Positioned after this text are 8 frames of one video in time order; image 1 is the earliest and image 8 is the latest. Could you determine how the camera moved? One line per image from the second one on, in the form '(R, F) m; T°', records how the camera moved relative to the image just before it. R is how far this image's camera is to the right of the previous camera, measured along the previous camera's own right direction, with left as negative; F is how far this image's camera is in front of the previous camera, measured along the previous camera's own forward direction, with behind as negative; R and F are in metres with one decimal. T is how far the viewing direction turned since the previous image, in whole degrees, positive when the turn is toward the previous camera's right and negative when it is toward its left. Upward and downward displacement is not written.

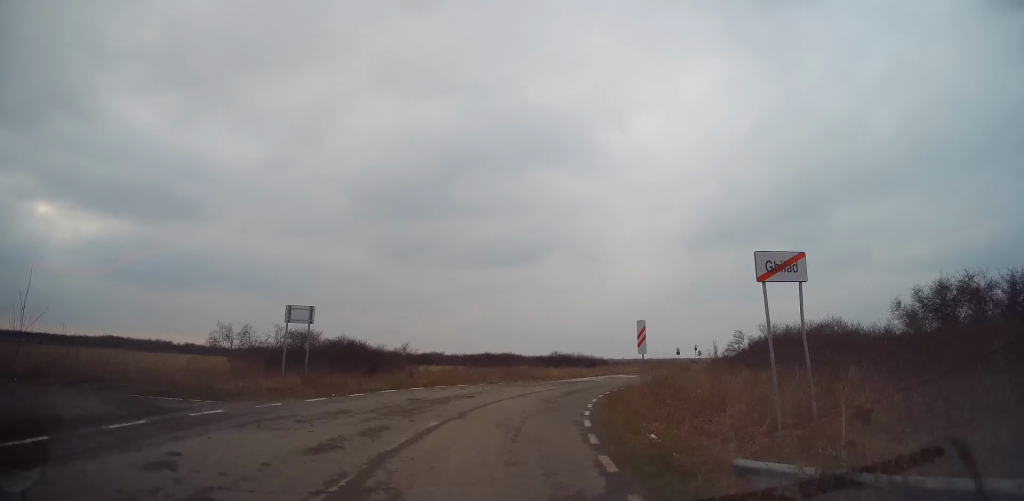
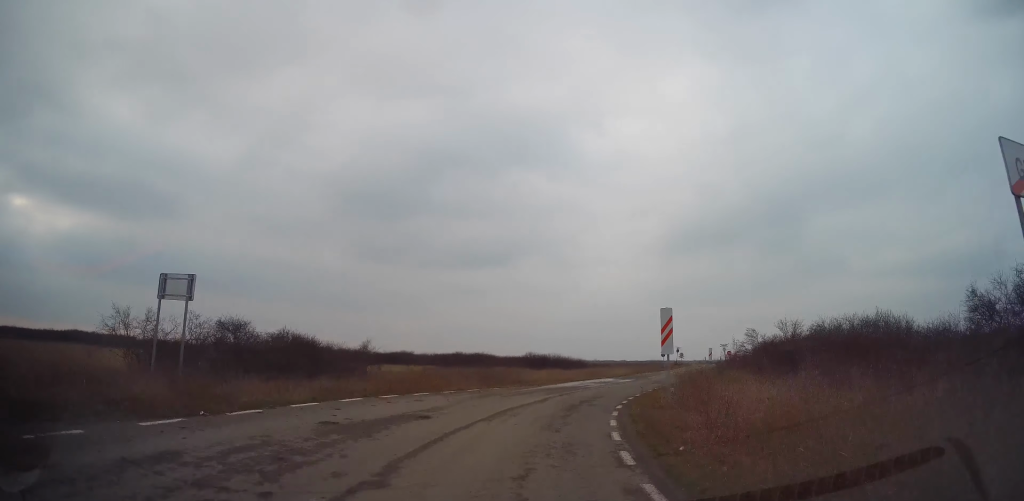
(+0.1, +5.9) m; +2°
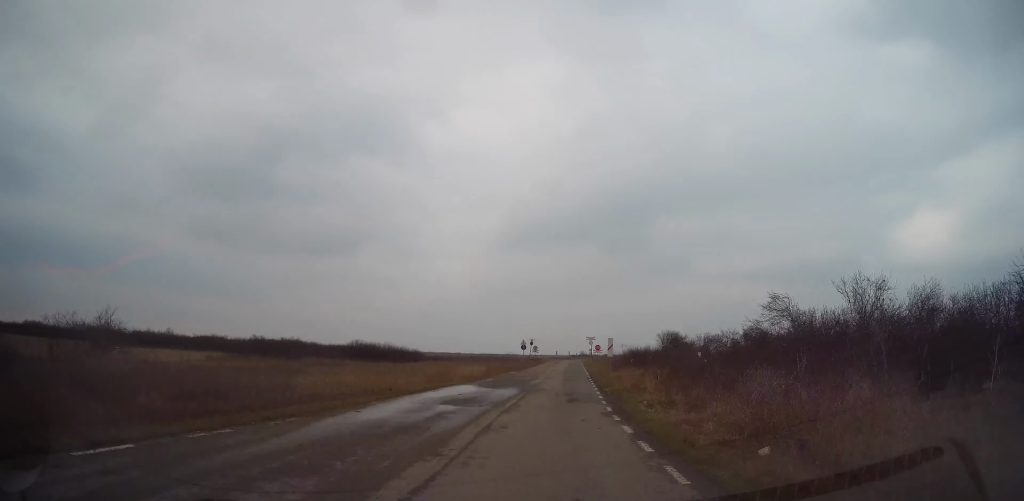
(+1.2, +17.4) m; +13°
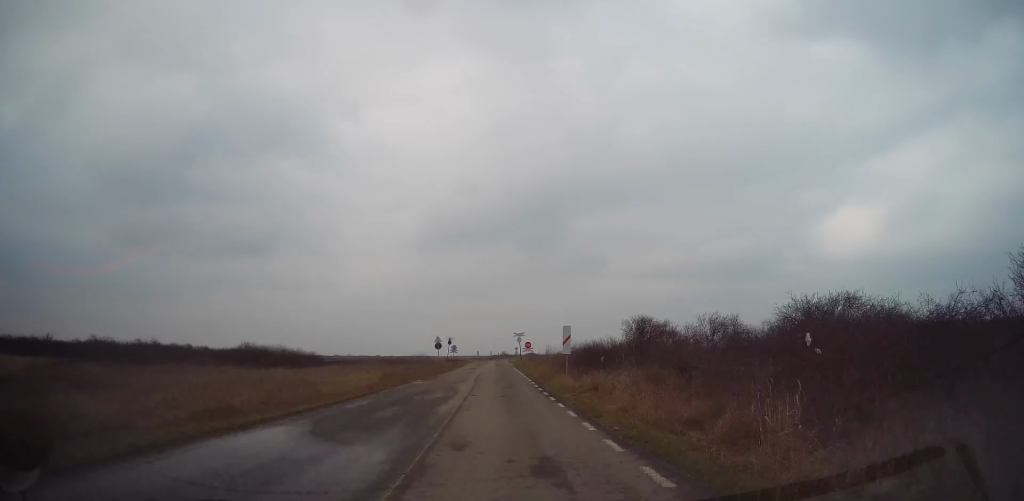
(+1.5, +12.5) m; +11°
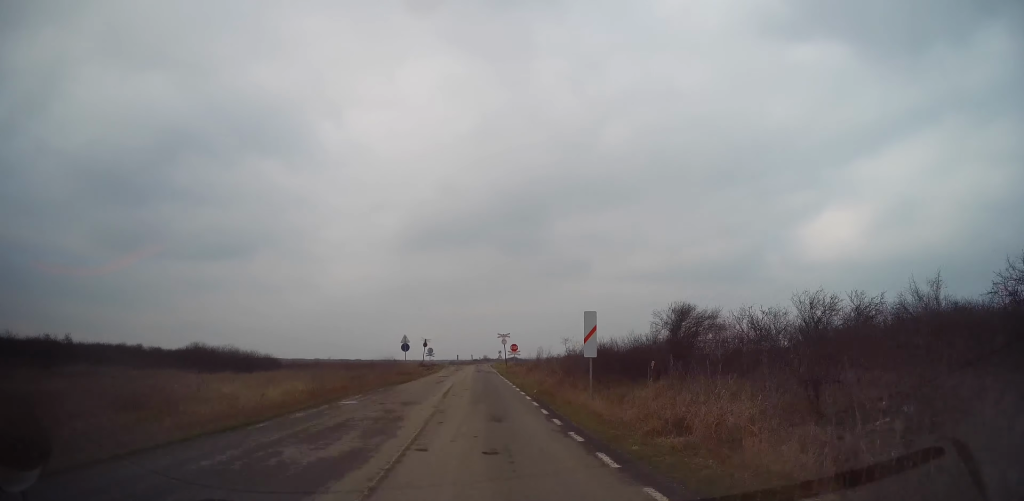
(+0.5, +9.0) m; +3°
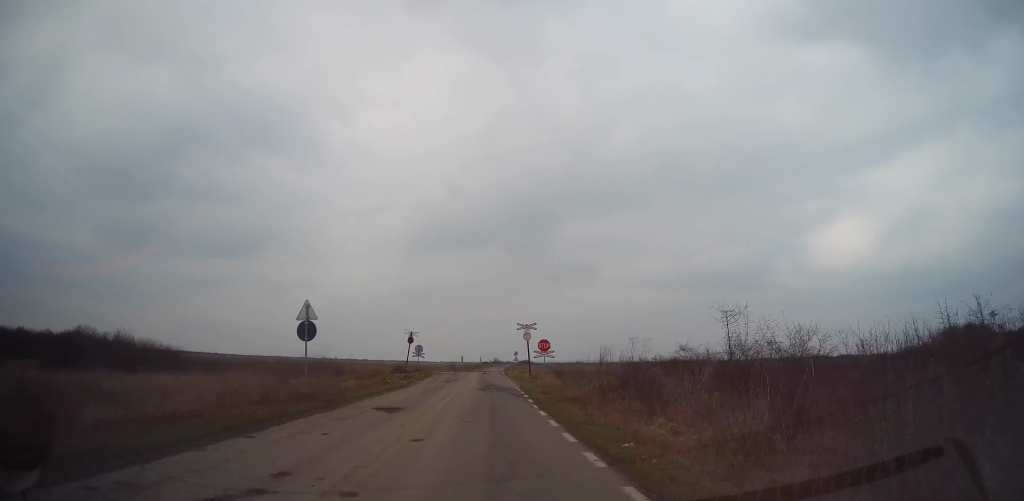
(-0.5, +22.0) m; -2°
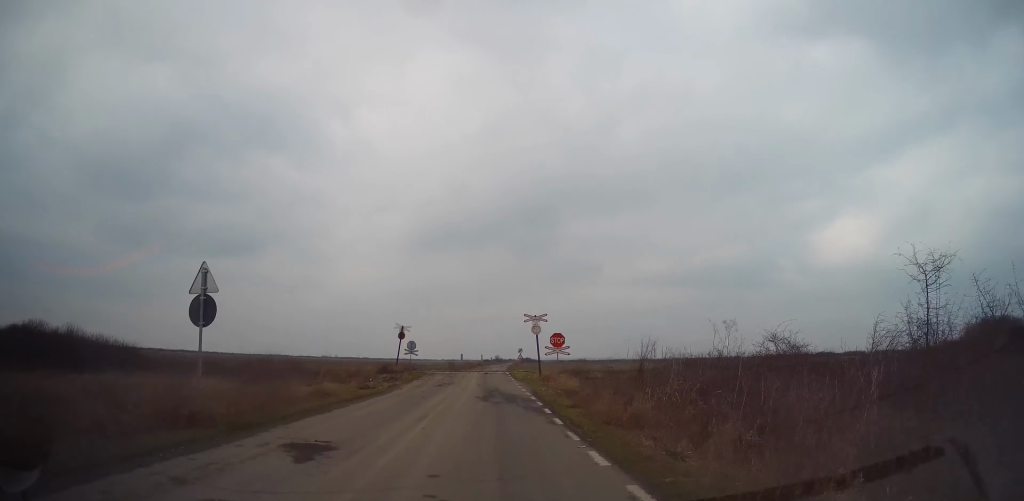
(-0.1, +6.0) m; +1°
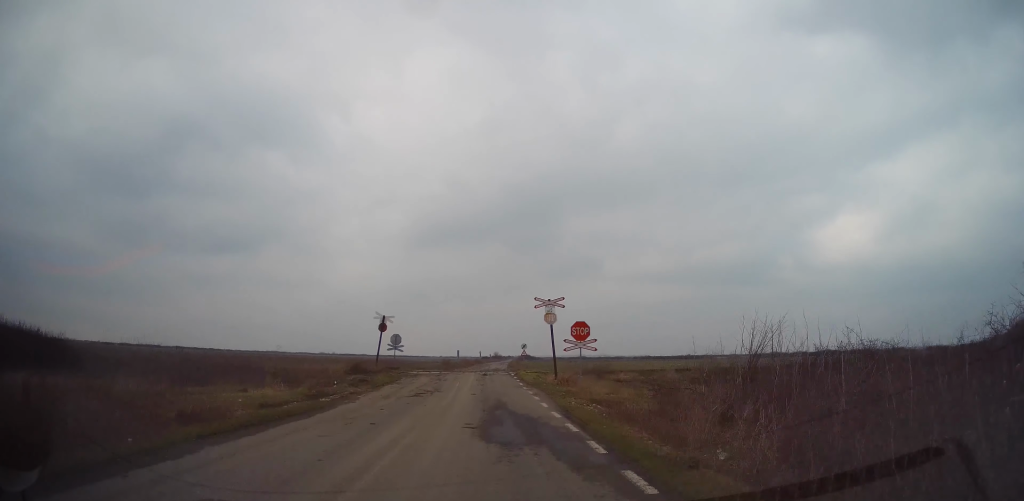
(+0.3, +7.4) m; +2°
